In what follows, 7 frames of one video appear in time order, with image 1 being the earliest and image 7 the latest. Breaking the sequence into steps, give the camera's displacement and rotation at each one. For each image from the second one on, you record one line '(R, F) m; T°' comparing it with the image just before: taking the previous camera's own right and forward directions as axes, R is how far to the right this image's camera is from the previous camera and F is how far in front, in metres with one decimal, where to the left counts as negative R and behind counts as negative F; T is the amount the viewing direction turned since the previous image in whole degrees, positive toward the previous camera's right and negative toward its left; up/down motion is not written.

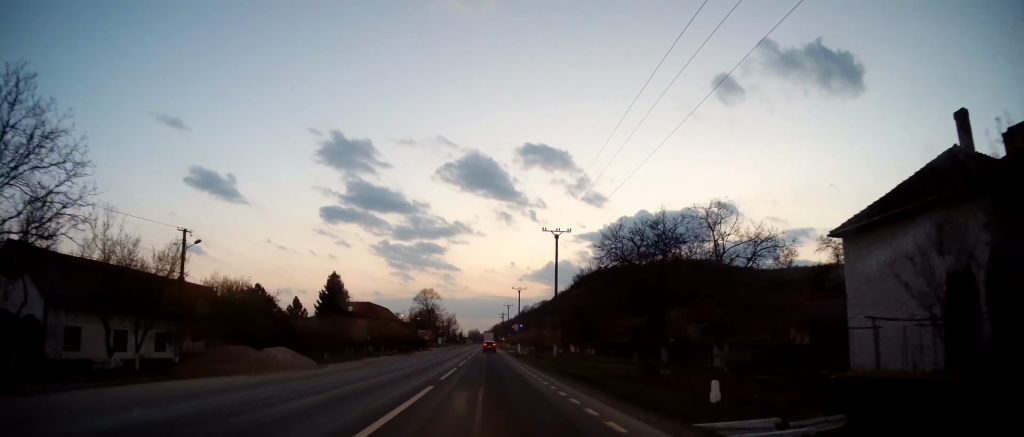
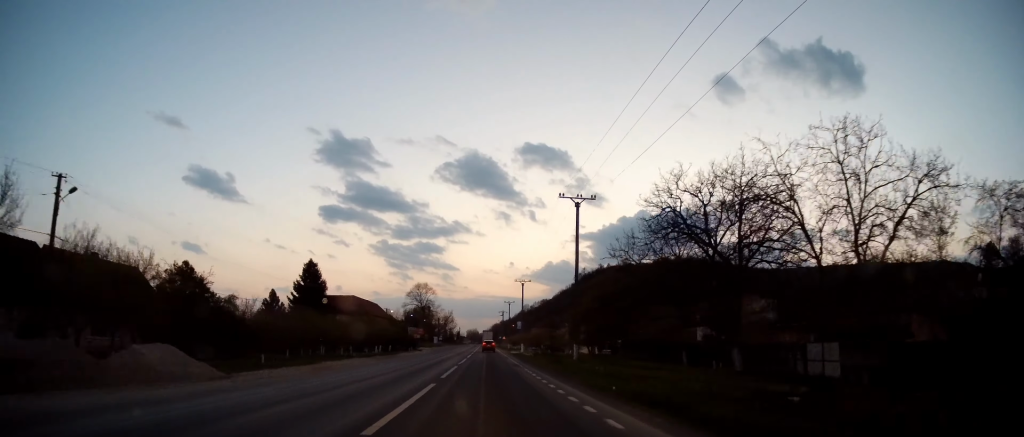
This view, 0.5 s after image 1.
(-0.3, +11.8) m; -1°
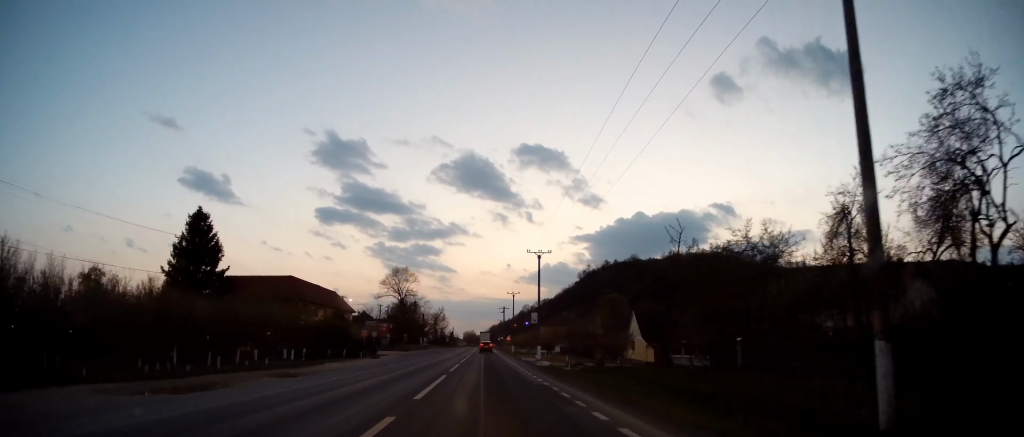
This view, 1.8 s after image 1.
(-0.3, +31.3) m; +1°
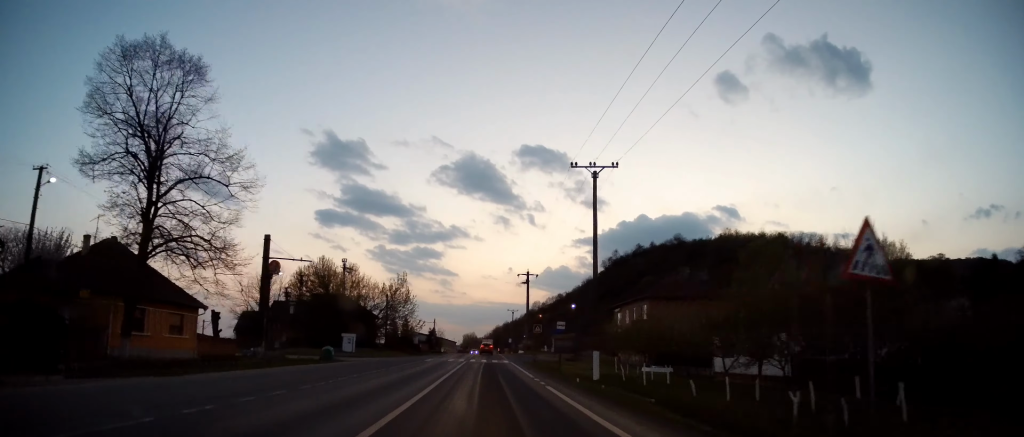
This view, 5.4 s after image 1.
(+0.5, +83.2) m; 0°
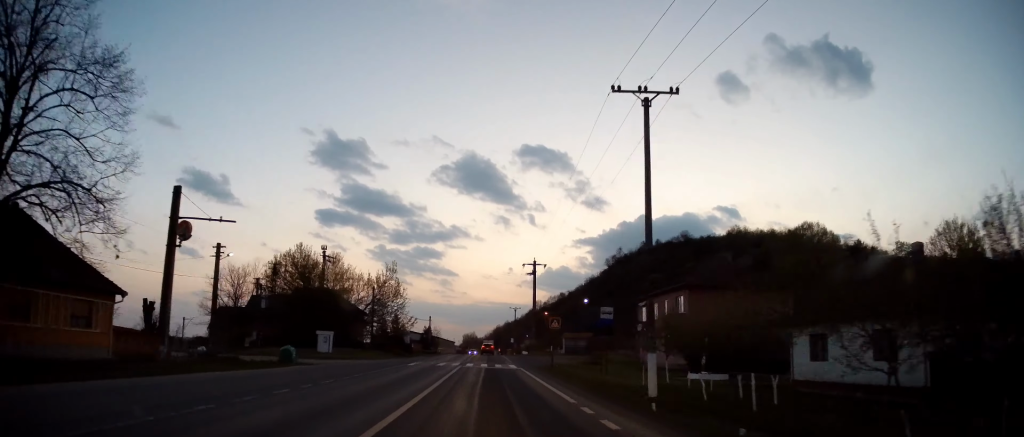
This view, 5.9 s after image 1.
(-0.1, +10.0) m; -1°
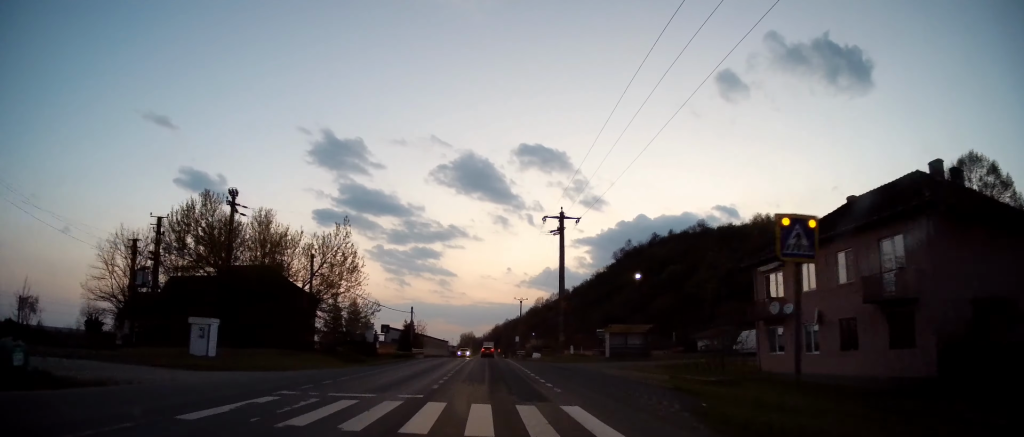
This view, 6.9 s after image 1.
(0.0, +24.9) m; +1°
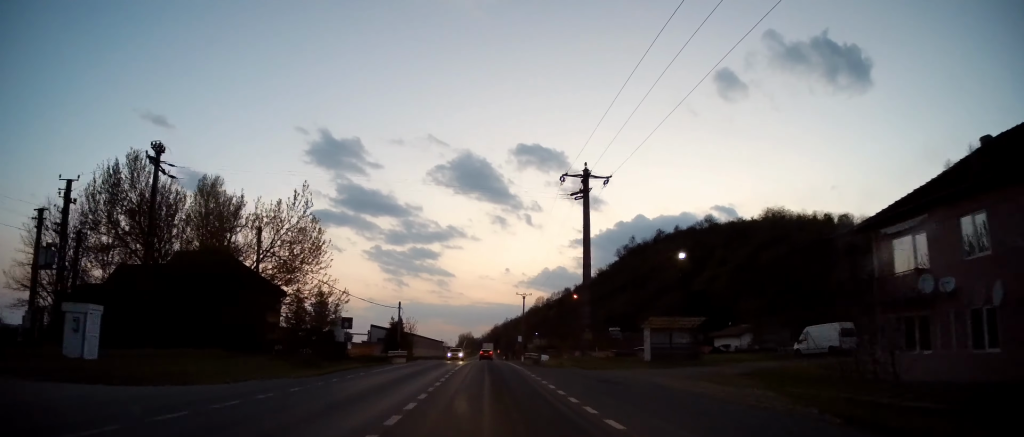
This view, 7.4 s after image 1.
(+0.3, +11.0) m; +1°
